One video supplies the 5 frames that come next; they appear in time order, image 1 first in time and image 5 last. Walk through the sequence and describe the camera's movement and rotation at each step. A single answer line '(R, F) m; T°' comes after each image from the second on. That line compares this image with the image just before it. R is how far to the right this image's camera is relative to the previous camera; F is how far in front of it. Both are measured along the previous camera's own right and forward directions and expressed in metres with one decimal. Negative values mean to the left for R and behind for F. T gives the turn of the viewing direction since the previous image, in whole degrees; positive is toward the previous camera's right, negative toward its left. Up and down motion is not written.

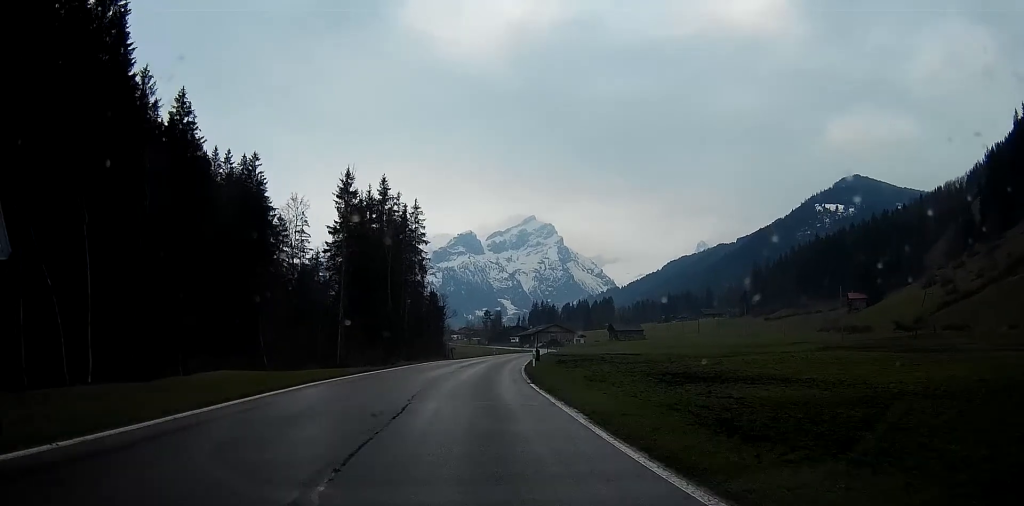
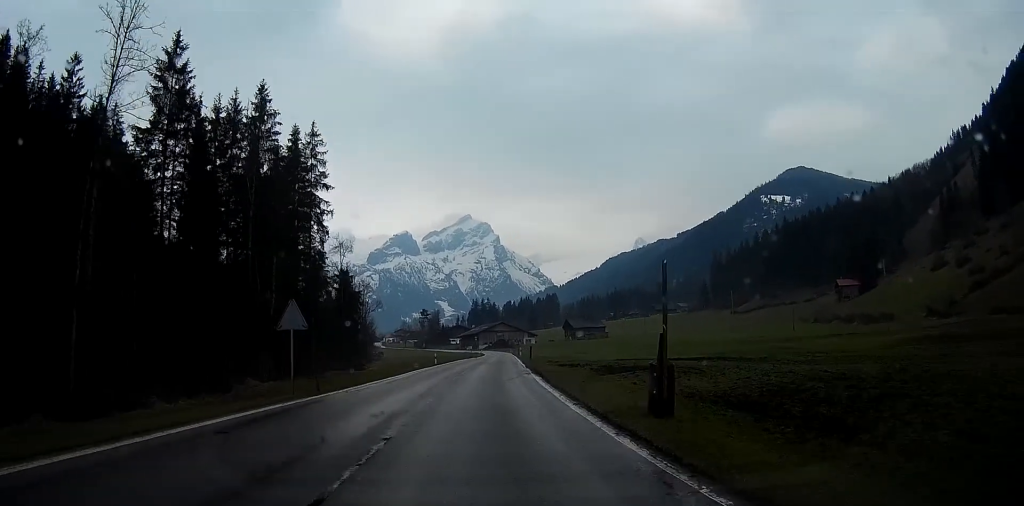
(+1.8, +42.3) m; +6°
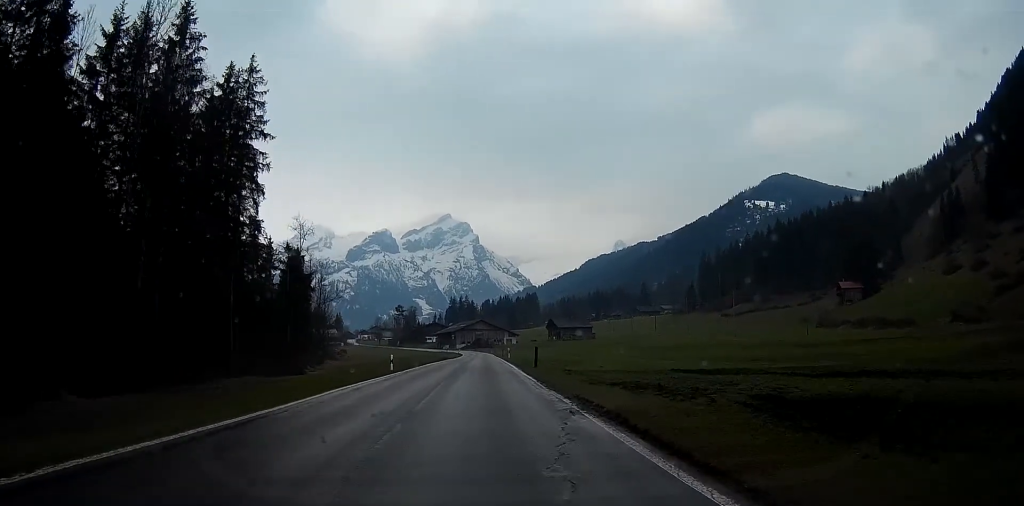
(+0.4, +18.8) m; +2°
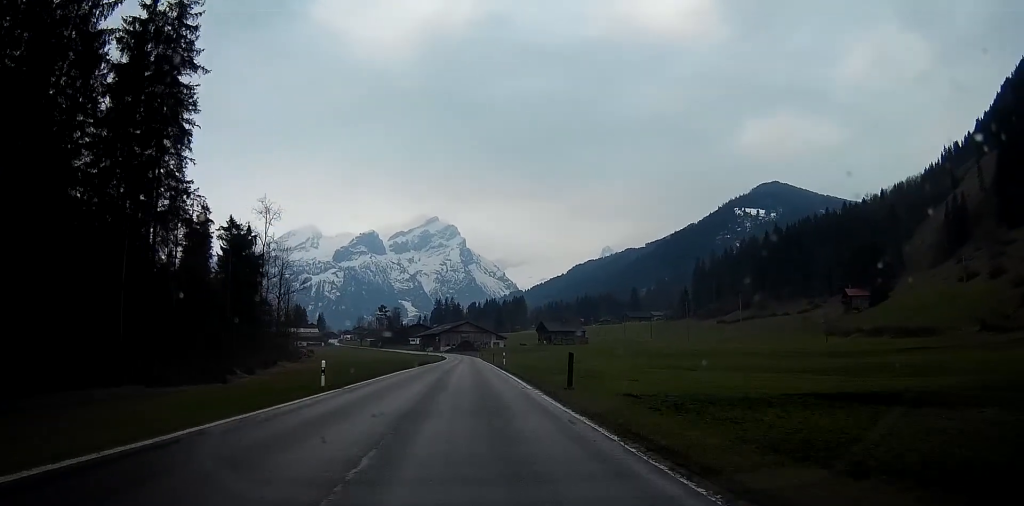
(+0.2, +15.4) m; +1°
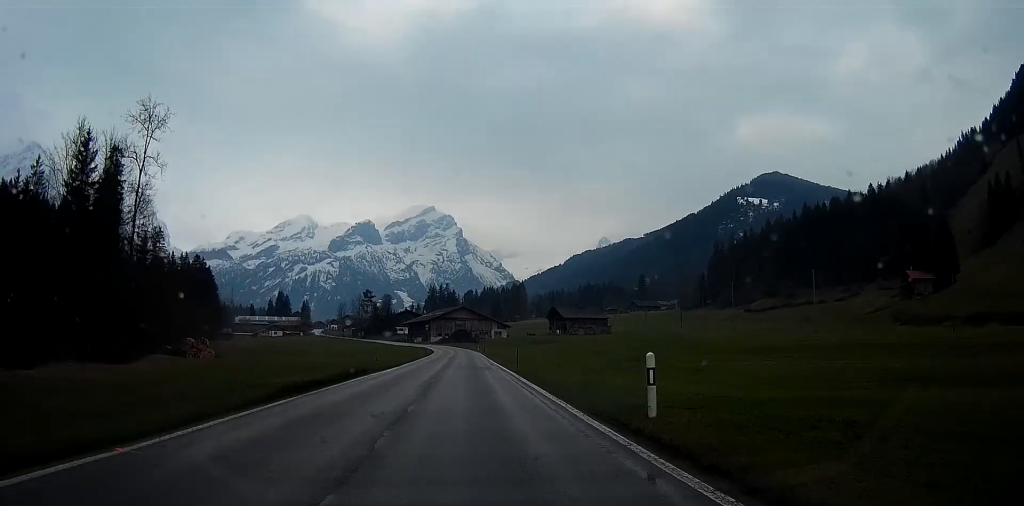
(+0.4, +44.3) m; 0°
